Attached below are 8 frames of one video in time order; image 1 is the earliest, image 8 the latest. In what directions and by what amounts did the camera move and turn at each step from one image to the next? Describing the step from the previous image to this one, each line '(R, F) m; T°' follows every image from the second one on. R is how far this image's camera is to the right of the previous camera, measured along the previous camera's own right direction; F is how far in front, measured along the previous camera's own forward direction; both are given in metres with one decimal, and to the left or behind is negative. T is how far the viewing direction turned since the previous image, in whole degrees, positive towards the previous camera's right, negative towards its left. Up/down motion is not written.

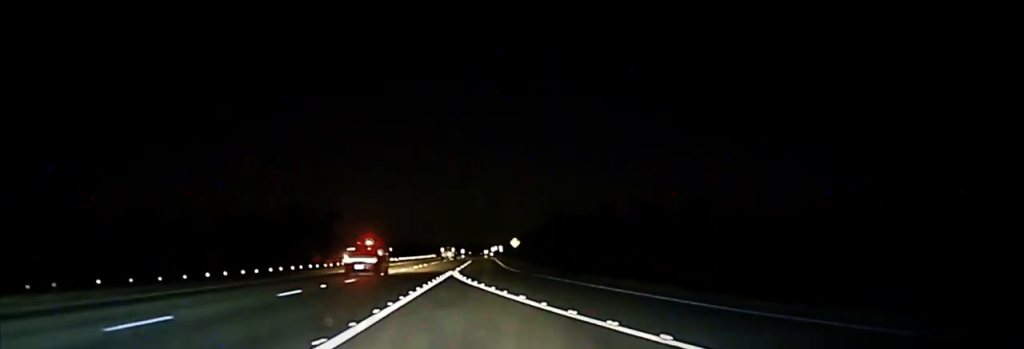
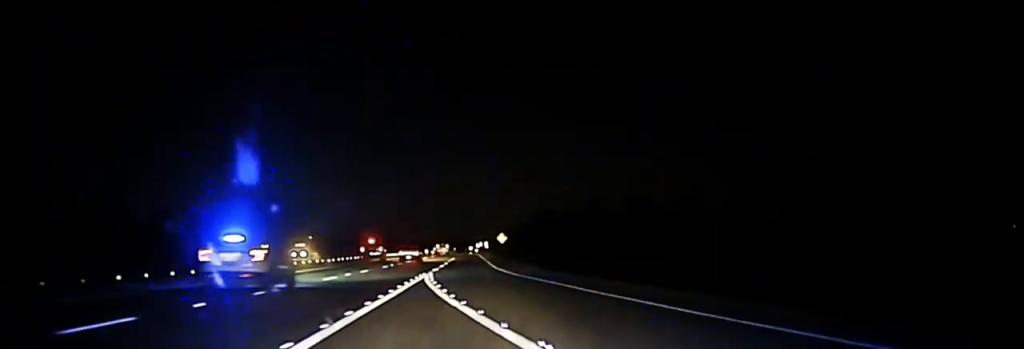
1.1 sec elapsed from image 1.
(+0.2, +14.9) m; 0°
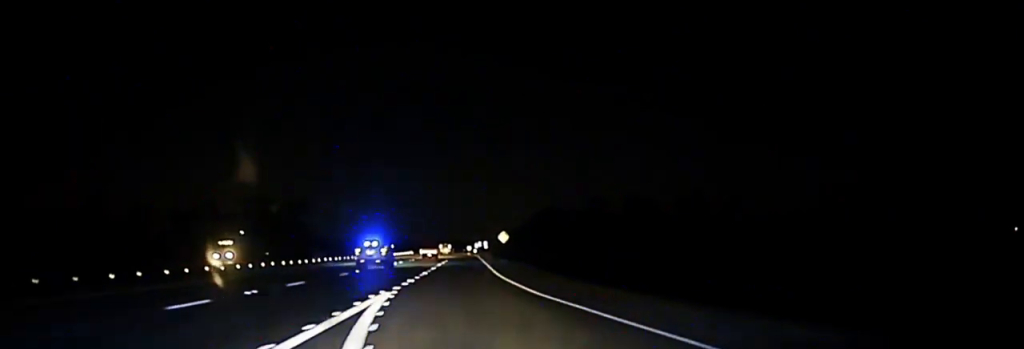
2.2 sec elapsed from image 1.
(-0.1, +20.0) m; 0°
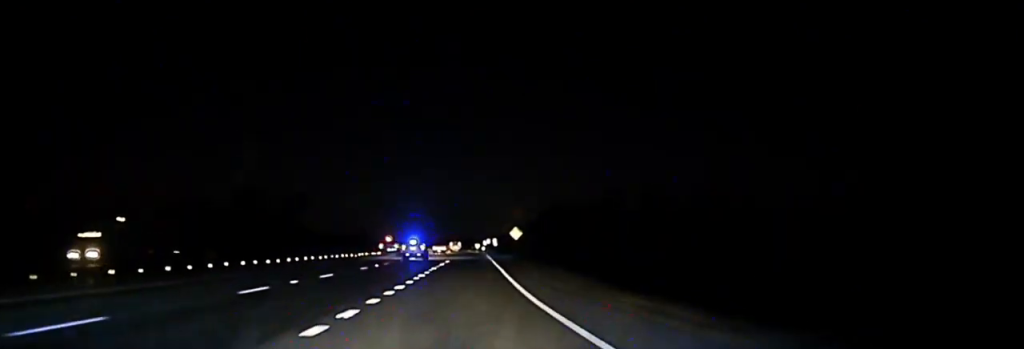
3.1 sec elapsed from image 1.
(+0.1, +20.3) m; -1°
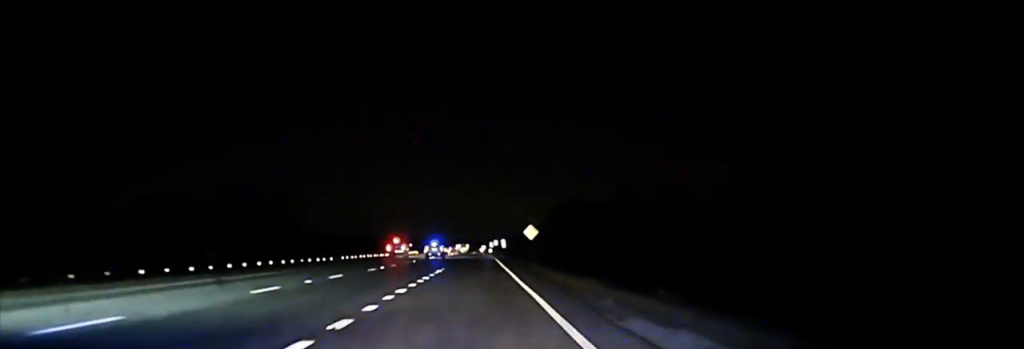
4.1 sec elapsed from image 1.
(-0.4, +25.7) m; -1°
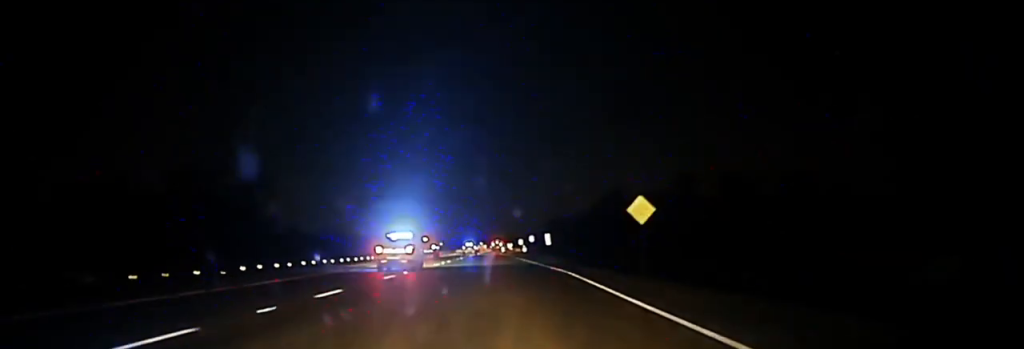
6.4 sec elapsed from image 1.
(-0.7, +65.8) m; -1°
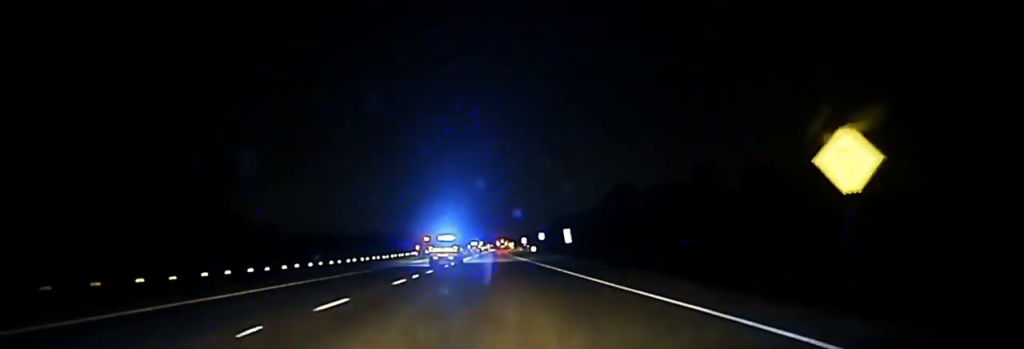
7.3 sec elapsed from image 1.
(0.0, +30.3) m; 0°
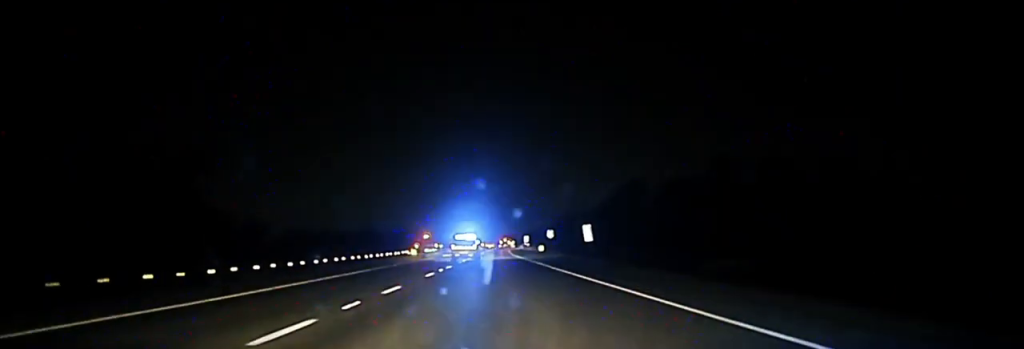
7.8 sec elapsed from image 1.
(+0.1, +20.0) m; 0°
